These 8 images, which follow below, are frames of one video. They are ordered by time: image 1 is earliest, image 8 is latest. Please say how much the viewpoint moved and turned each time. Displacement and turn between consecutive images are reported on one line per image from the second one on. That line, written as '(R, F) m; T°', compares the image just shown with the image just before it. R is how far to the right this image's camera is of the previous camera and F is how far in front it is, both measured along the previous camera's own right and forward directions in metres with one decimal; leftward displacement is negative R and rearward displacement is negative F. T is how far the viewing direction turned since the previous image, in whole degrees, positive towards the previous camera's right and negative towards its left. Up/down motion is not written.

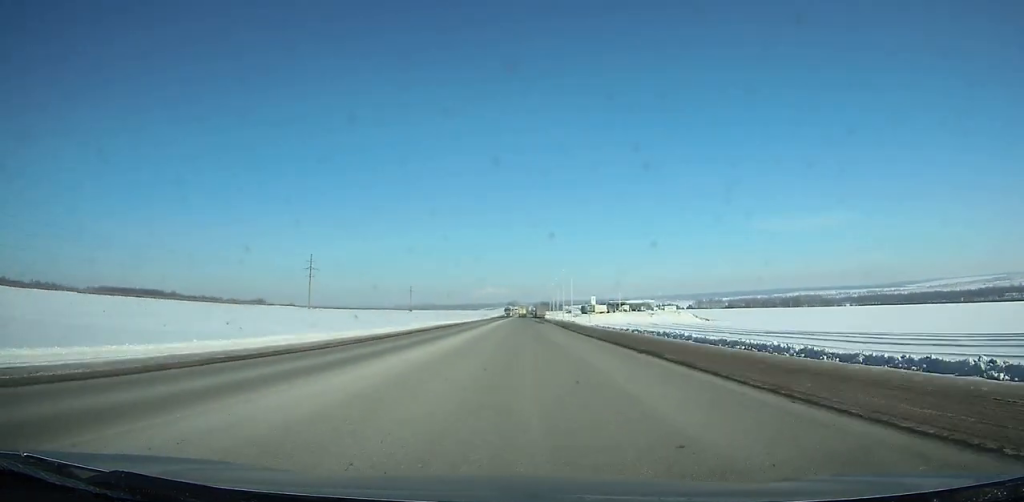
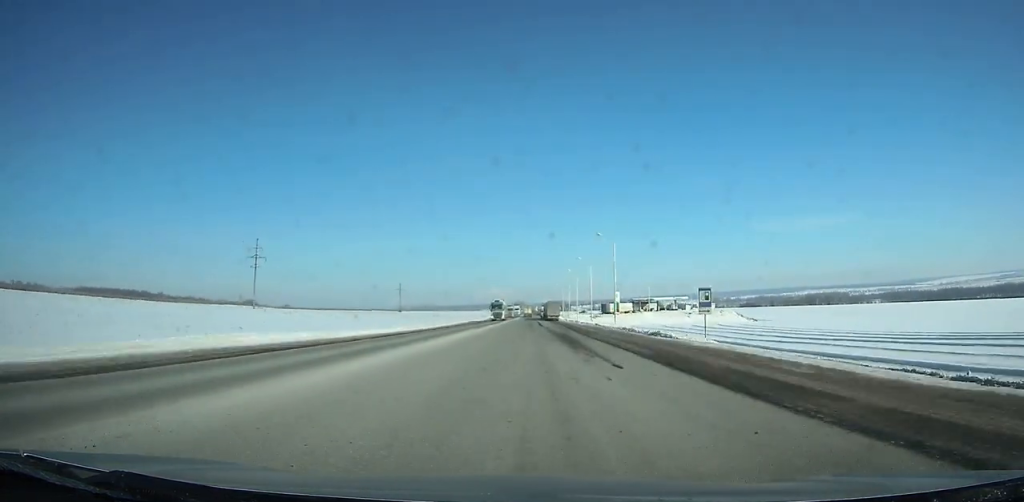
(0.0, +56.0) m; 0°
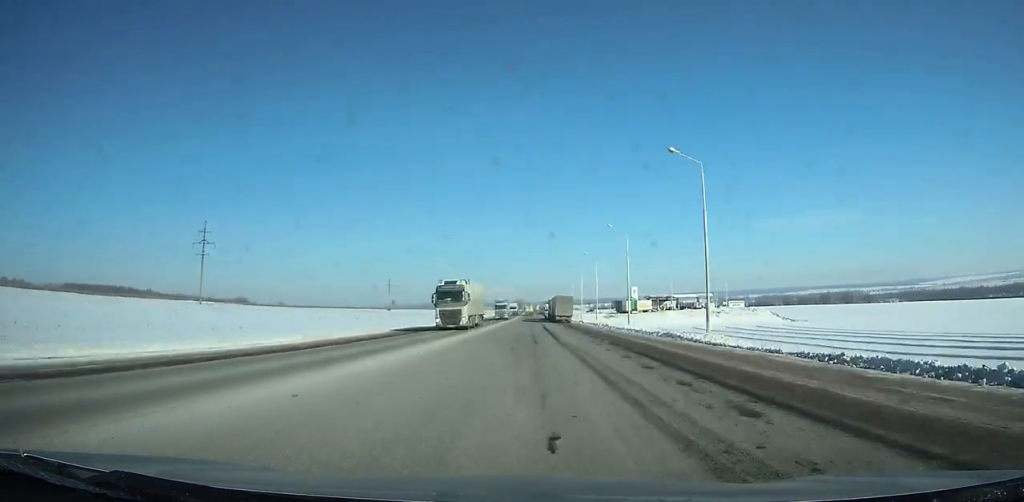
(0.0, +34.3) m; 0°
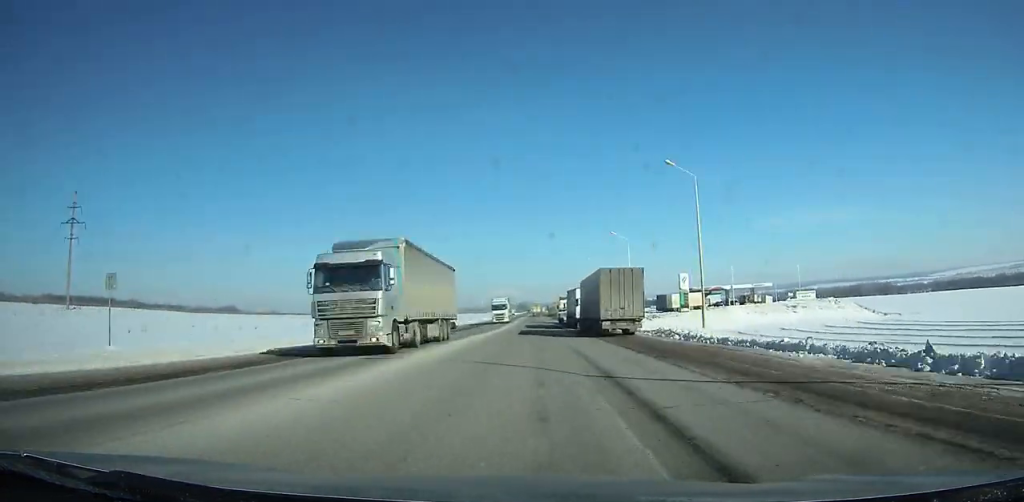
(-0.1, +54.8) m; 0°
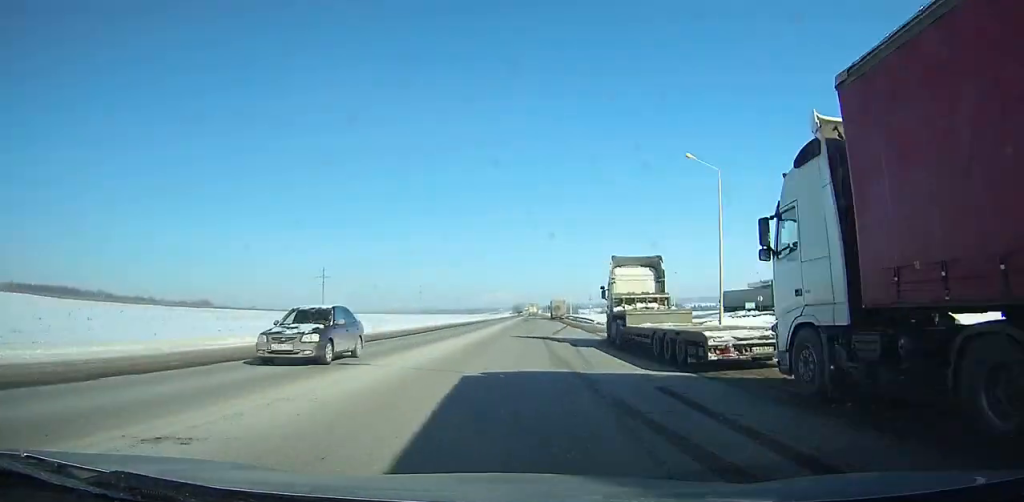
(-0.1, +64.4) m; 0°
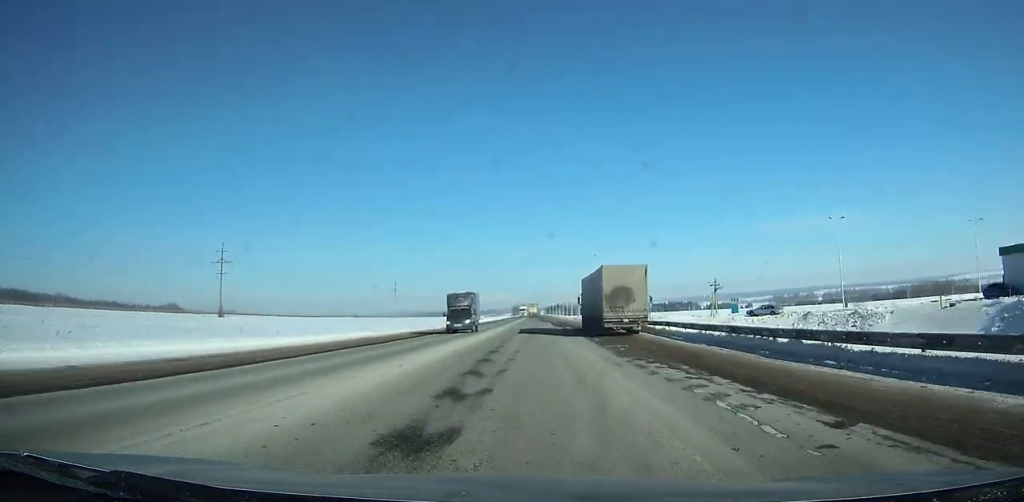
(+0.2, +84.0) m; 0°
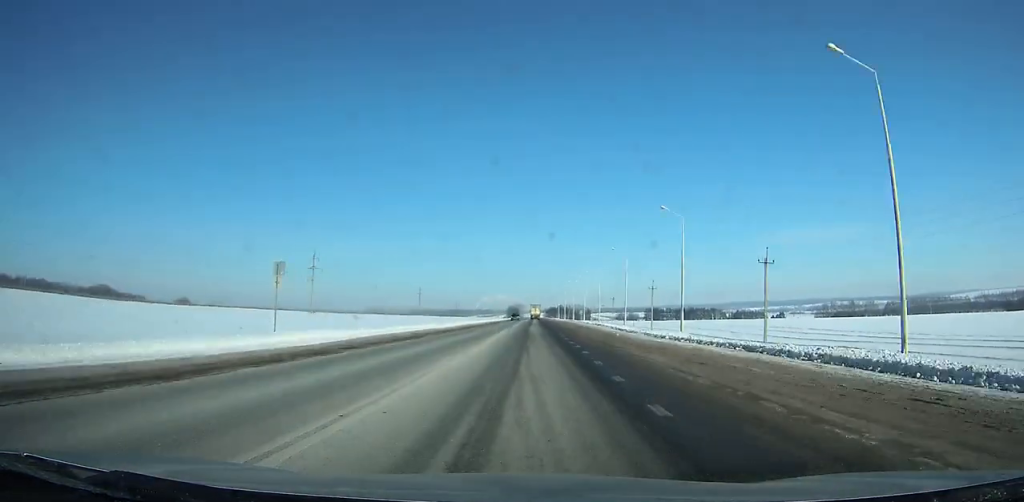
(-0.6, +133.7) m; 0°
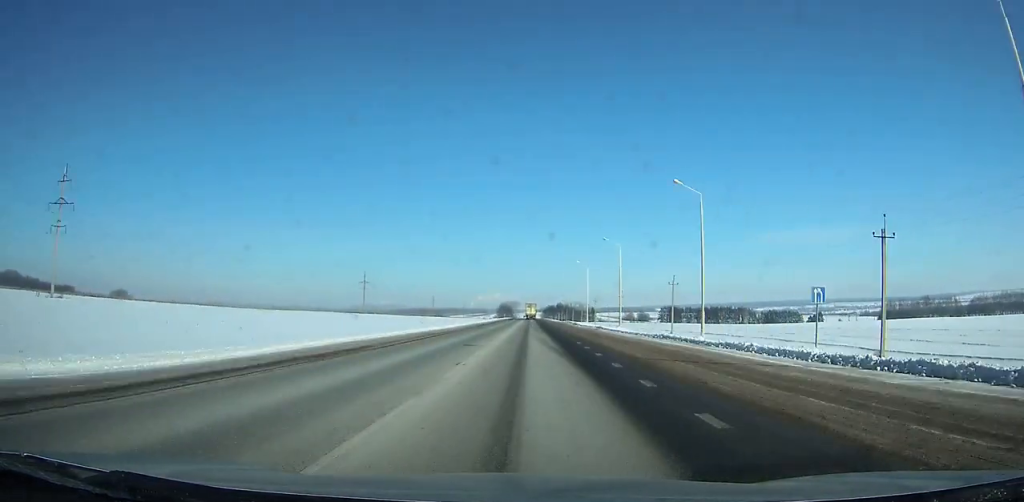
(+0.2, +130.2) m; 0°
